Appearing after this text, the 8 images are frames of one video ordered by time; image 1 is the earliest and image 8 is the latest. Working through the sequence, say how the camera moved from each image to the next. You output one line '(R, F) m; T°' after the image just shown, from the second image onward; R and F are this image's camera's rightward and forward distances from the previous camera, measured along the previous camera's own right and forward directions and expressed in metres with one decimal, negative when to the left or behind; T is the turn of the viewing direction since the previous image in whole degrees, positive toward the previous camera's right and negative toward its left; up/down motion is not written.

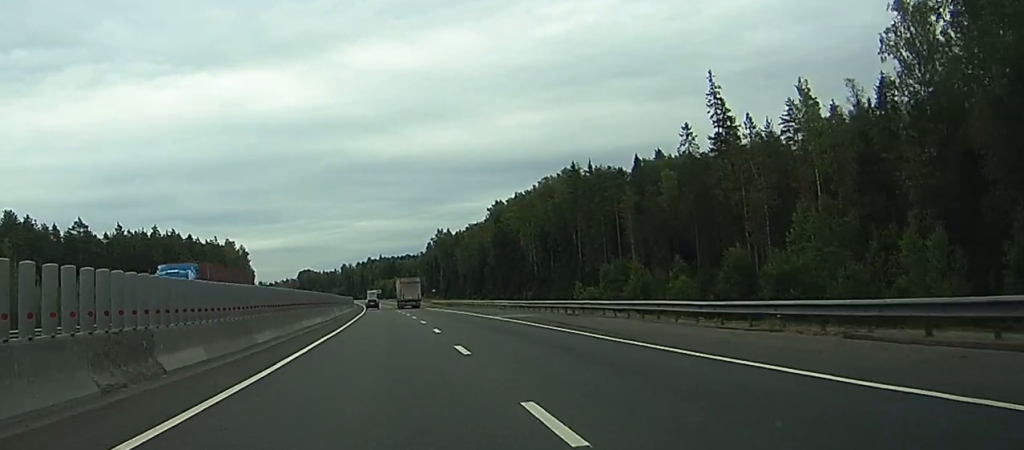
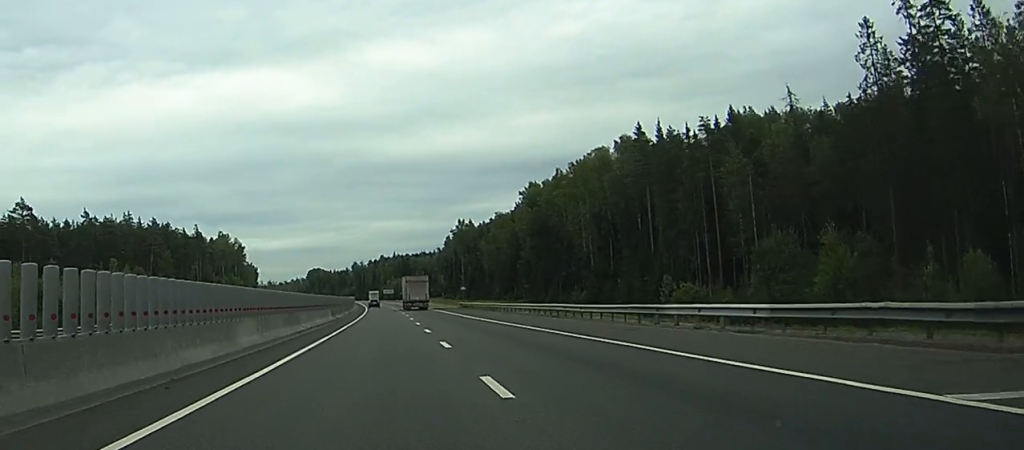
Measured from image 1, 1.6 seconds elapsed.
(-0.3, +43.5) m; -1°
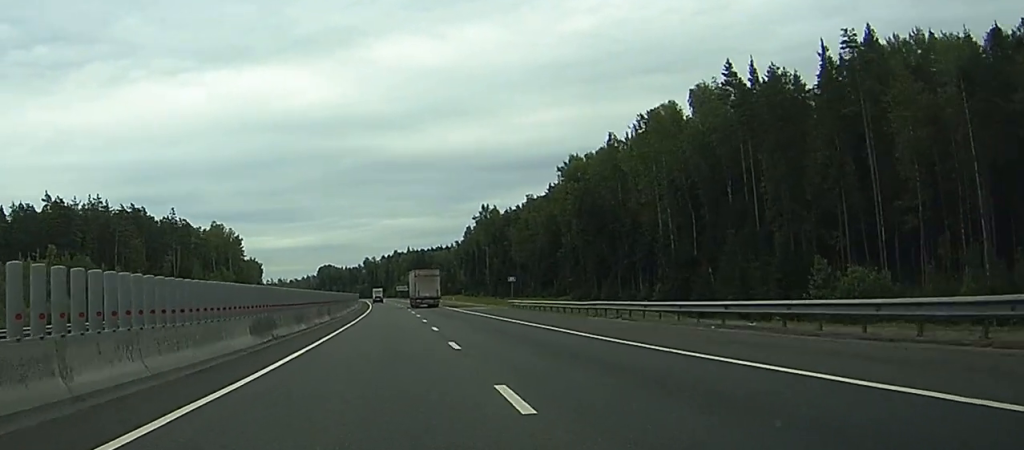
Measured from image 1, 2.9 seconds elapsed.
(-0.2, +37.0) m; -1°
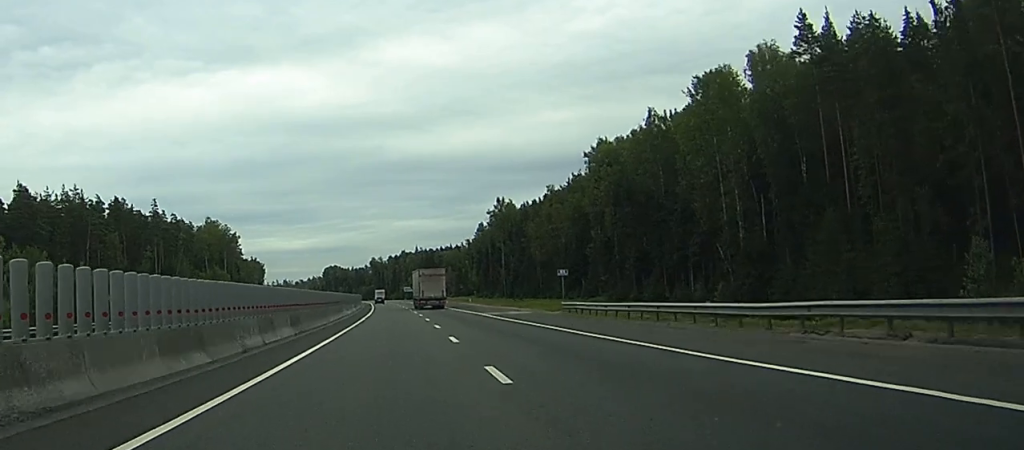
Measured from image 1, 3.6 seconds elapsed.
(-0.1, +20.3) m; -1°
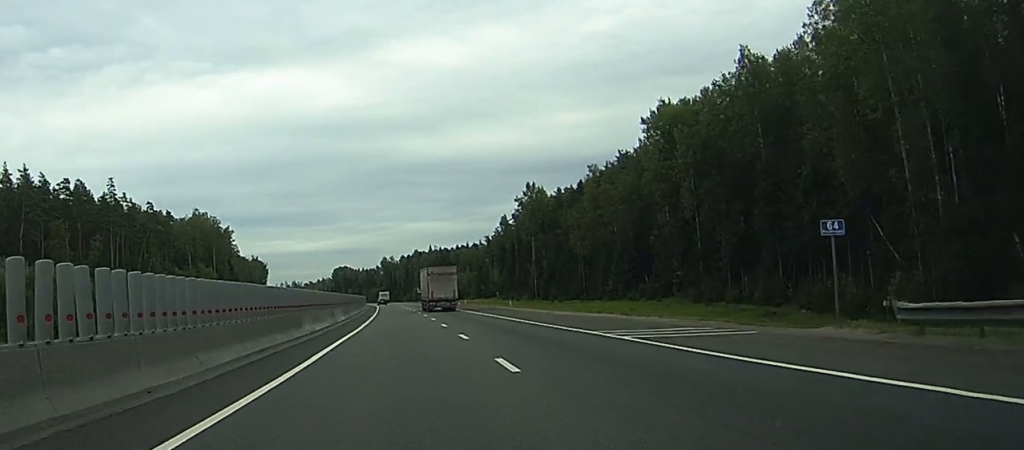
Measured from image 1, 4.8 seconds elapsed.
(-0.4, +33.1) m; -1°
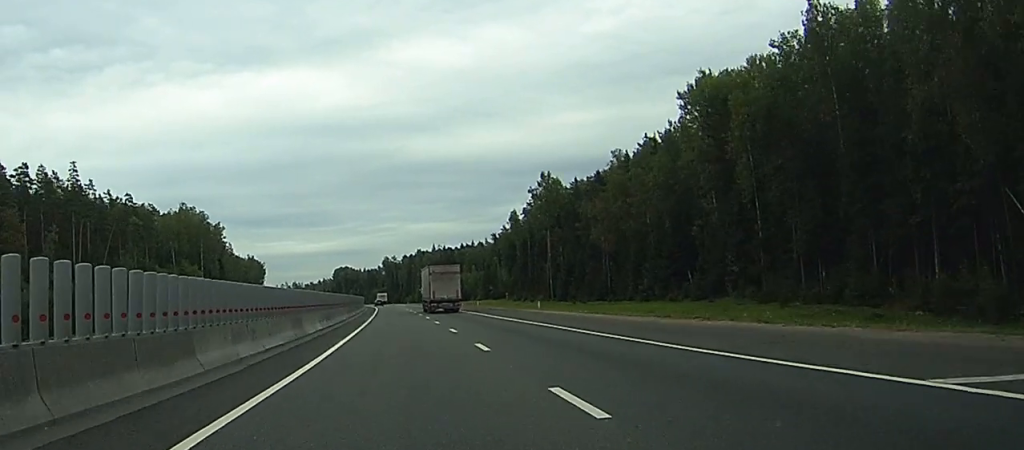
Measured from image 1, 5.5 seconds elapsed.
(-0.1, +17.5) m; 0°
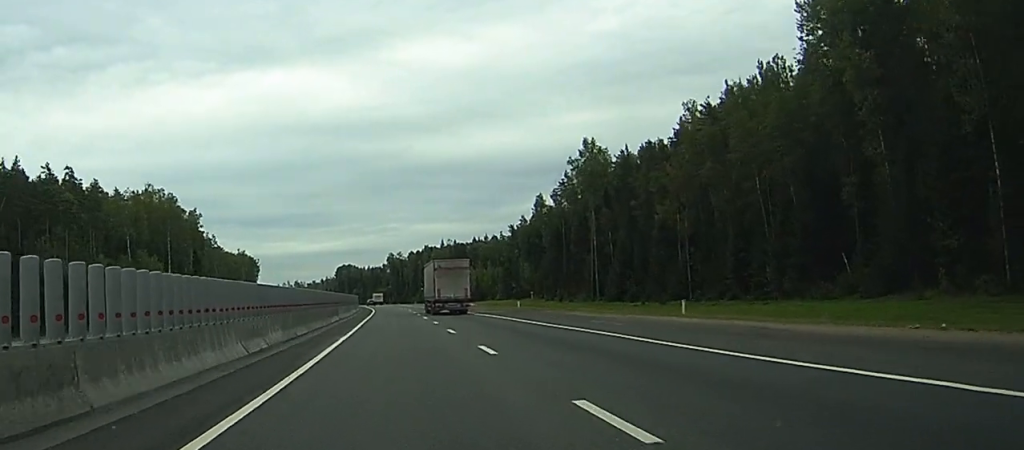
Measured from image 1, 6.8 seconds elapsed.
(-0.2, +36.8) m; -1°
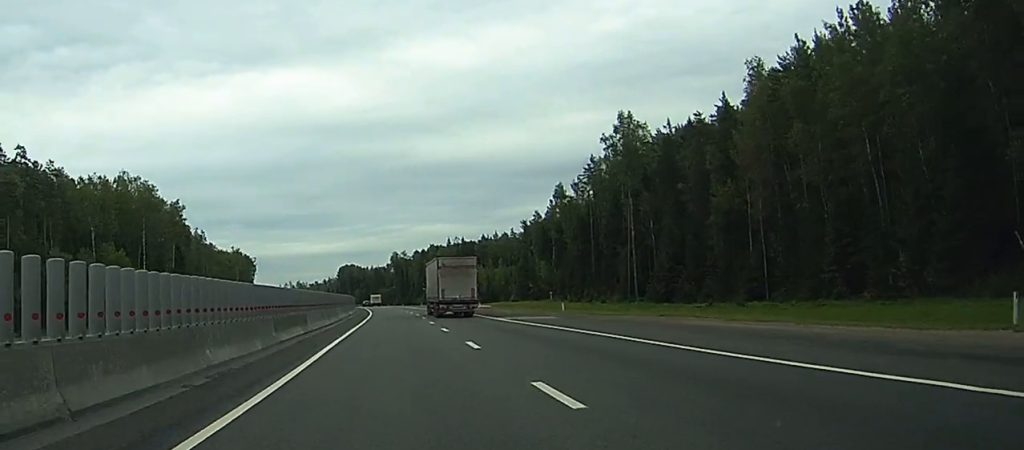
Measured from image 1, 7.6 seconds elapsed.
(-0.1, +21.2) m; 0°
